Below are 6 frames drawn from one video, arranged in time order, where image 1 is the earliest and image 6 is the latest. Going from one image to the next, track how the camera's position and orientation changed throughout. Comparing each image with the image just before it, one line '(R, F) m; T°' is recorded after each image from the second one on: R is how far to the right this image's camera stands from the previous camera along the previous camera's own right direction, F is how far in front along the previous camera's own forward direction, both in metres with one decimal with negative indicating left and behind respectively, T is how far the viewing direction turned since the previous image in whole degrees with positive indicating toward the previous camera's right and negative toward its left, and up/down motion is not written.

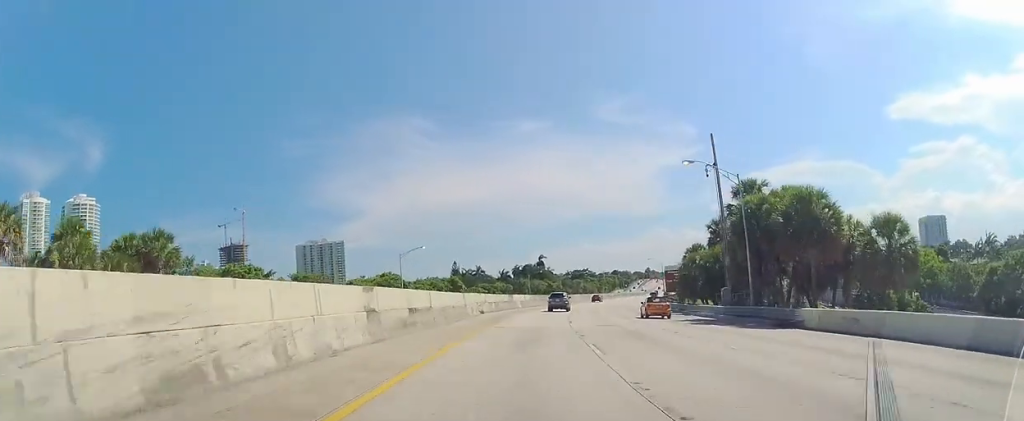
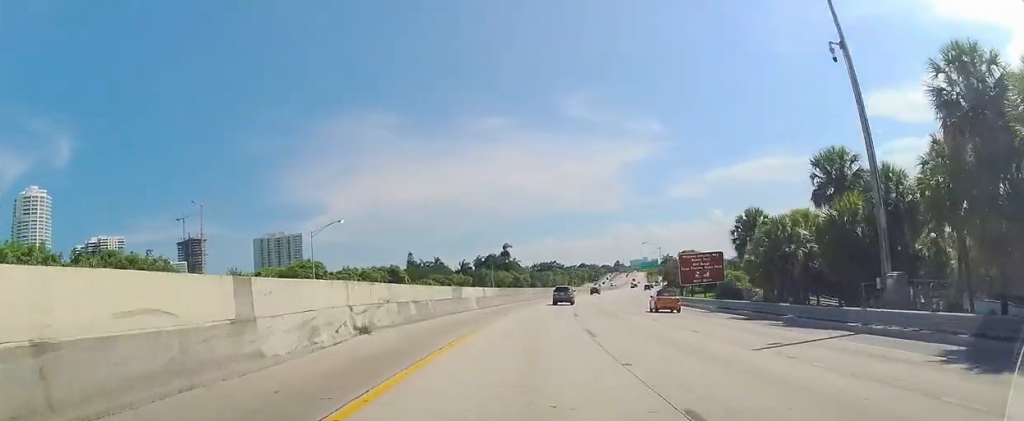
(+0.6, +25.2) m; +2°
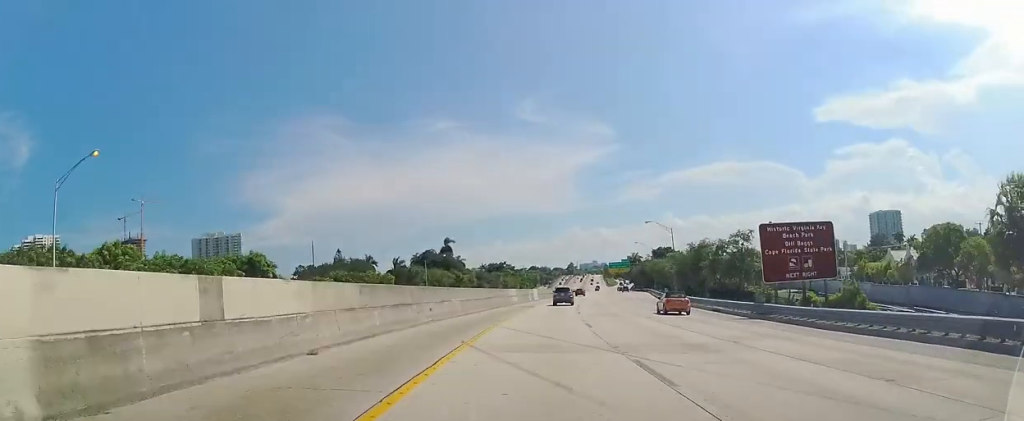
(+0.6, +33.6) m; +5°
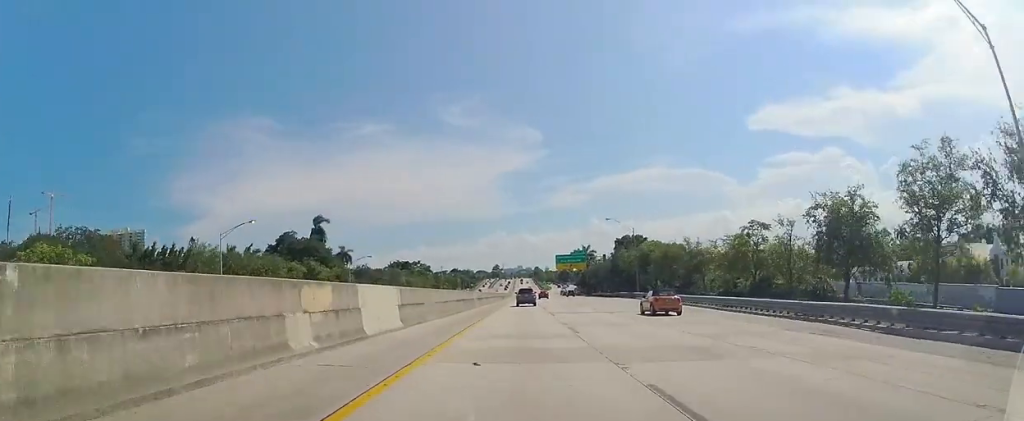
(+6.1, +54.9) m; +9°
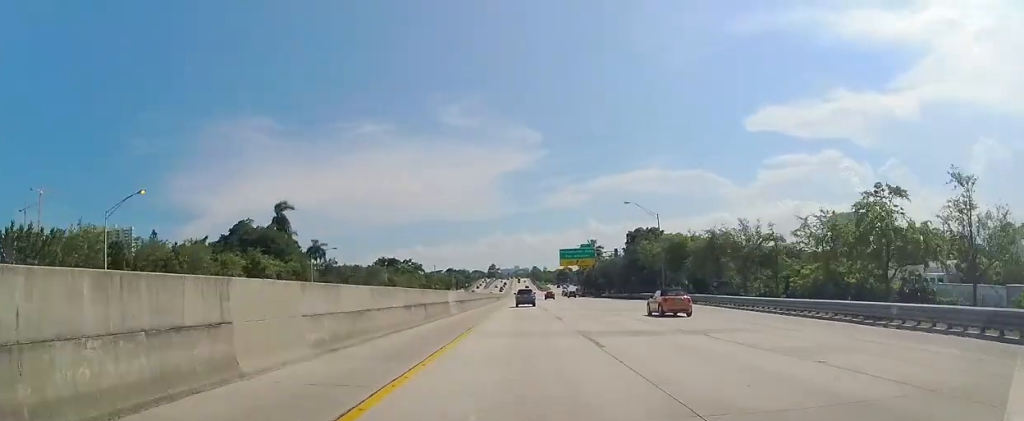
(0.0, +17.7) m; -1°
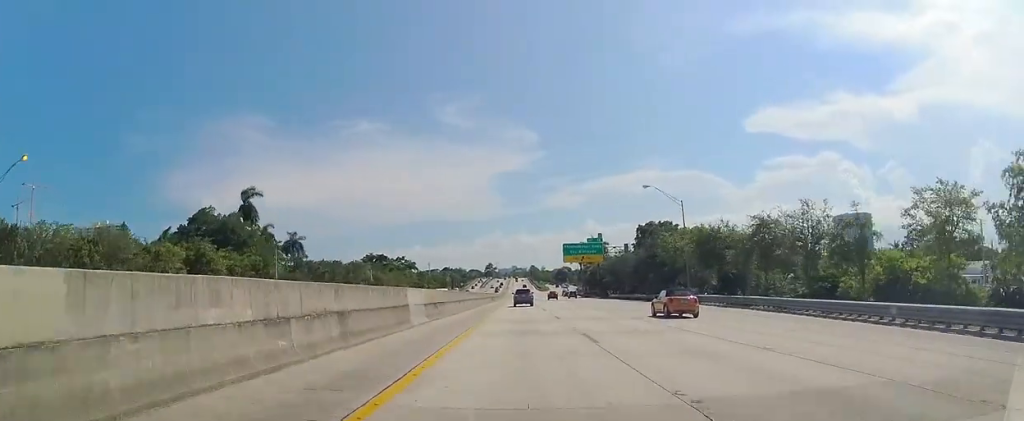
(-0.1, +11.8) m; 0°
